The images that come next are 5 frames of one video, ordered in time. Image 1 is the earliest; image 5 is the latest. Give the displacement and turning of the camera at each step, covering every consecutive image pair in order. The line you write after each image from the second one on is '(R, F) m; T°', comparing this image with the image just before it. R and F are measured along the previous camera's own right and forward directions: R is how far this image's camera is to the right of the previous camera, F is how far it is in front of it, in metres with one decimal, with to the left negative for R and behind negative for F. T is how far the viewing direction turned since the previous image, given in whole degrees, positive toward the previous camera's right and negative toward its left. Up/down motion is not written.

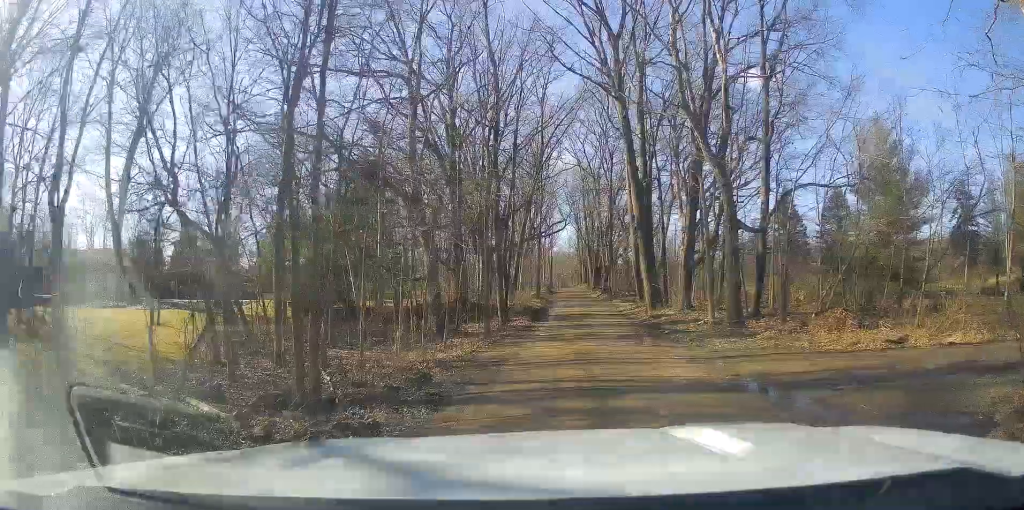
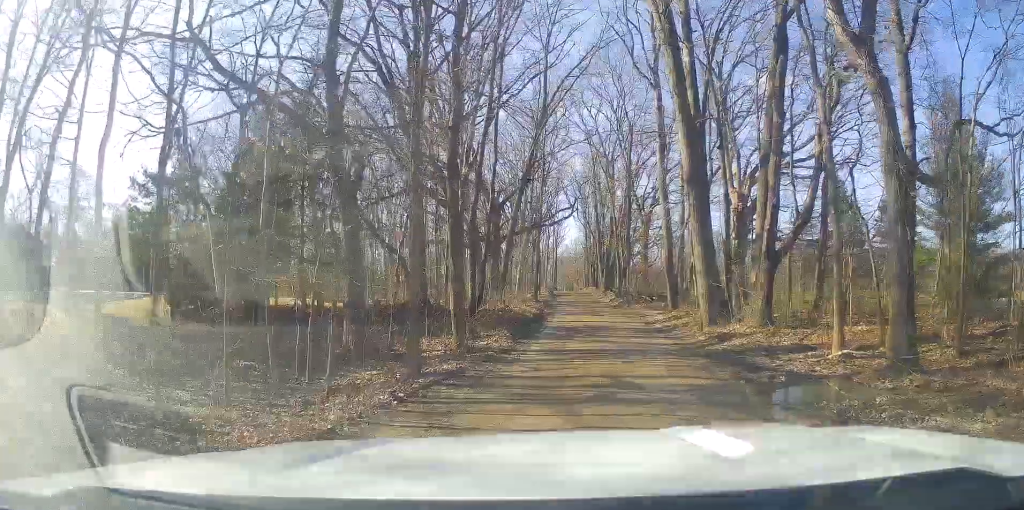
(+0.1, +12.1) m; +5°
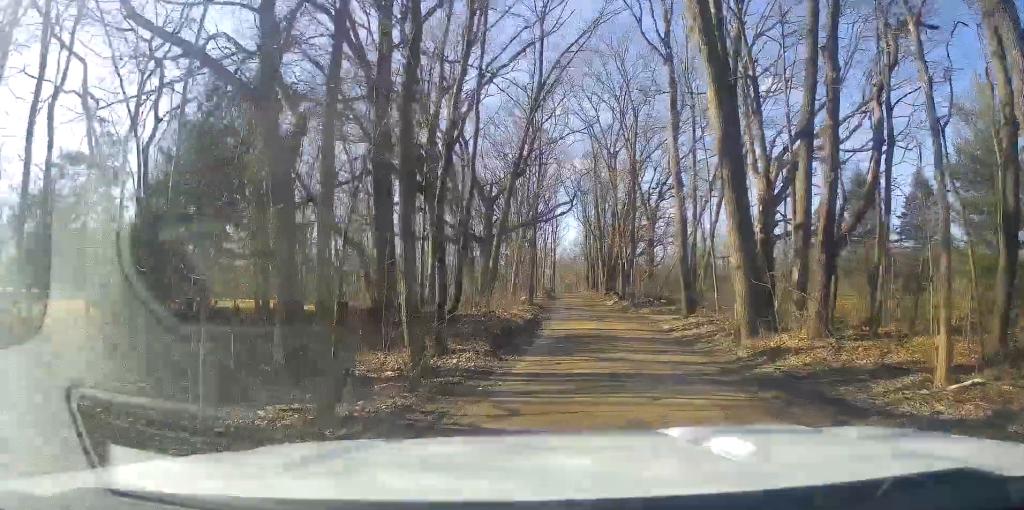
(+0.3, +4.4) m; +2°
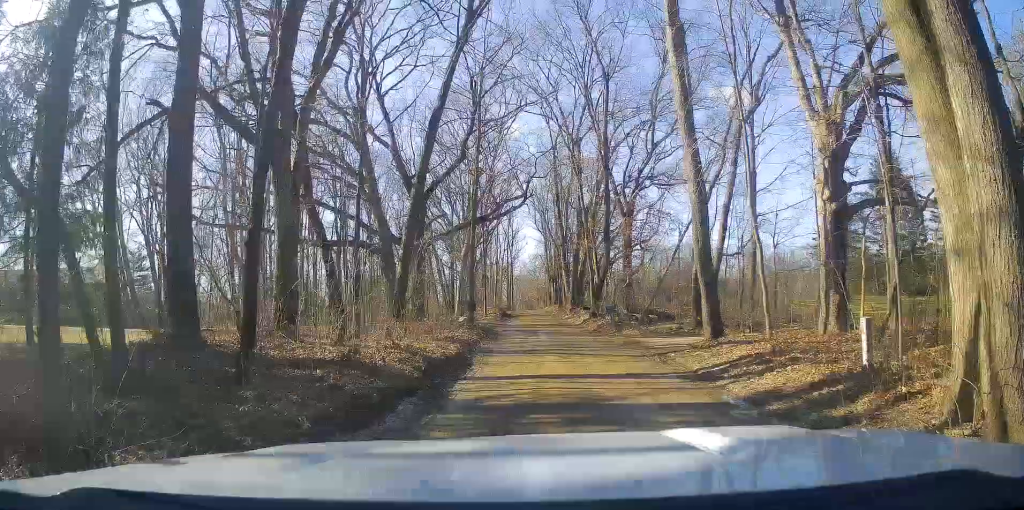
(-0.3, +11.0) m; -4°
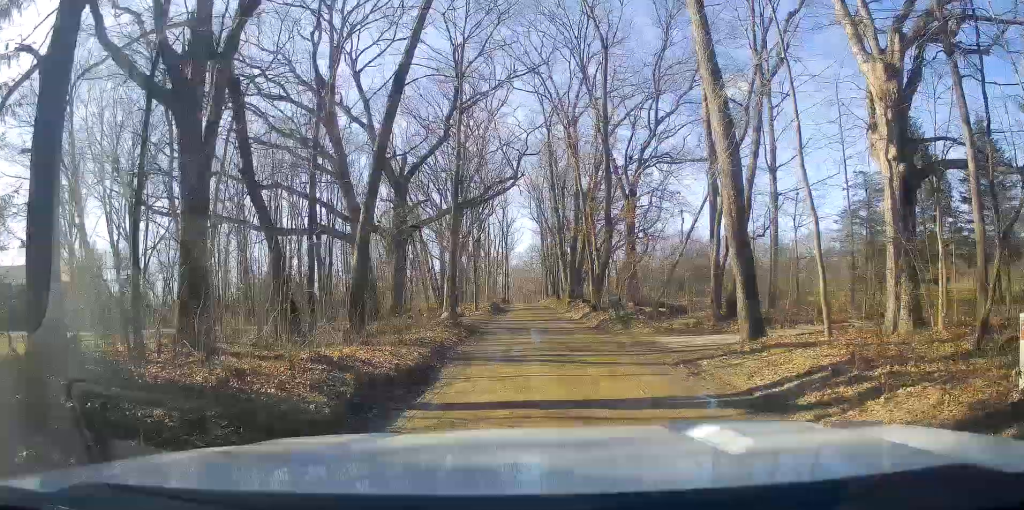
(-0.2, +4.8) m; 0°
